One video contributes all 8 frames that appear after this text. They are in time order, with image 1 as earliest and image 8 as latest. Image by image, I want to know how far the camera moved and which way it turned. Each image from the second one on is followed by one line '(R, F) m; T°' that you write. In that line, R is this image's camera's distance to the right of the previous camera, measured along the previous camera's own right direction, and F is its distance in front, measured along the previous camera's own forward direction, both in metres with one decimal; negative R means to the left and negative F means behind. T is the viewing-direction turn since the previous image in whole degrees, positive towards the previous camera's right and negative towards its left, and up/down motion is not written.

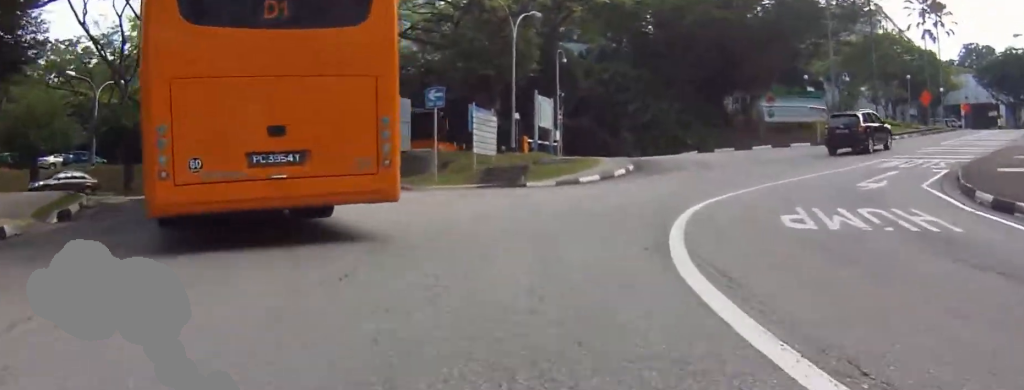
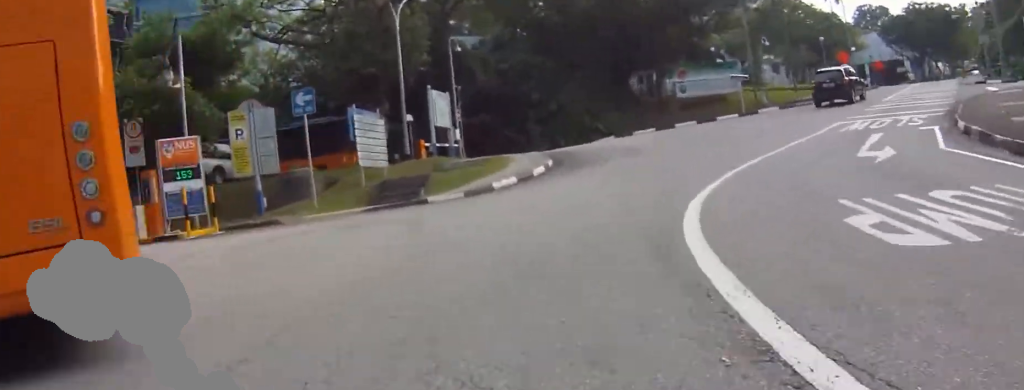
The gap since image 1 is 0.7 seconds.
(0.0, +3.8) m; +8°
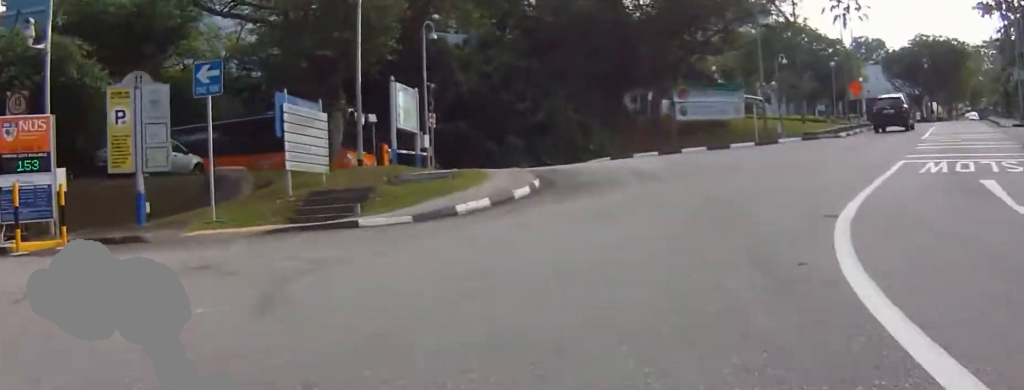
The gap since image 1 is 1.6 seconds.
(+0.6, +4.7) m; 0°
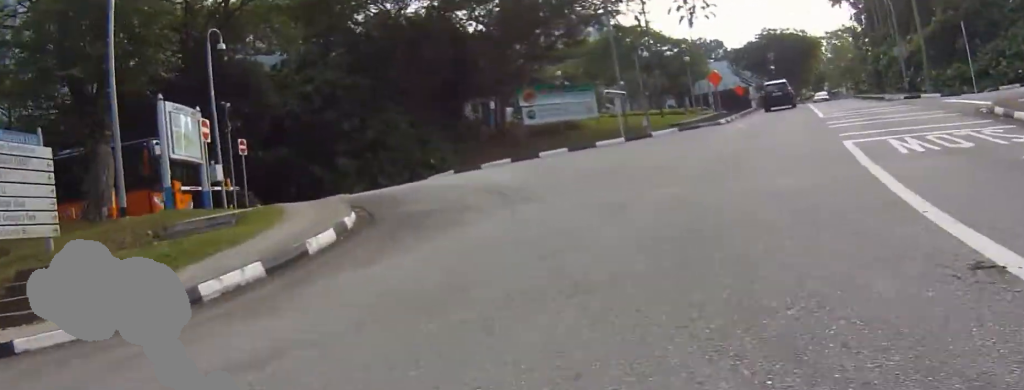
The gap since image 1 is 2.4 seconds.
(-0.4, +5.0) m; 0°
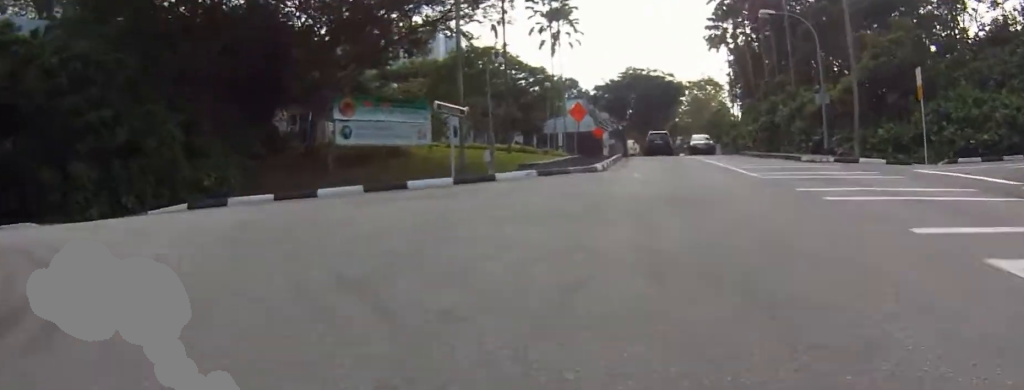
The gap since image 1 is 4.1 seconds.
(+0.8, +10.1) m; +7°
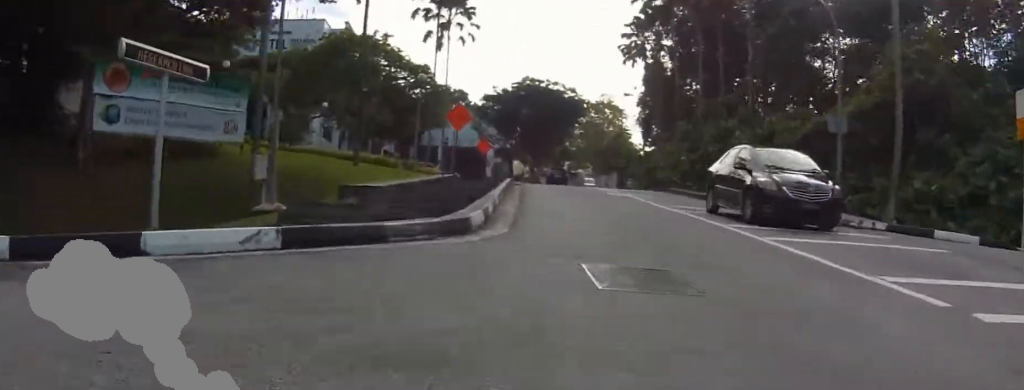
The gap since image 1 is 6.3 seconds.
(-0.6, +13.5) m; +2°
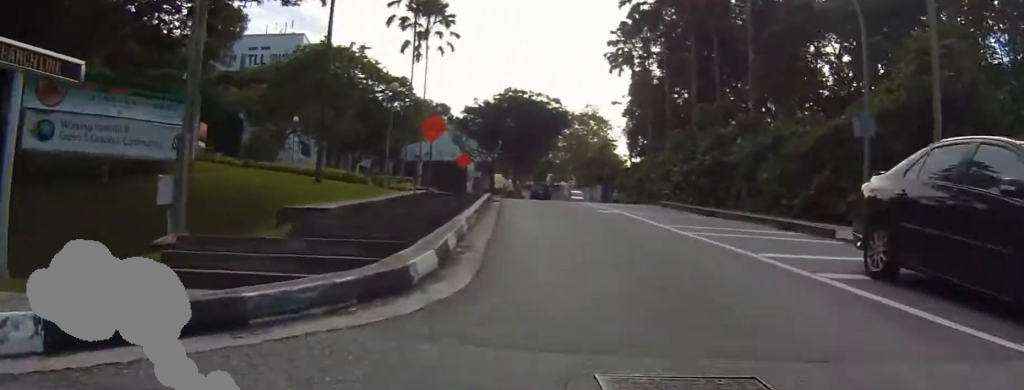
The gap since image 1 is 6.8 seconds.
(-0.2, +3.0) m; +6°
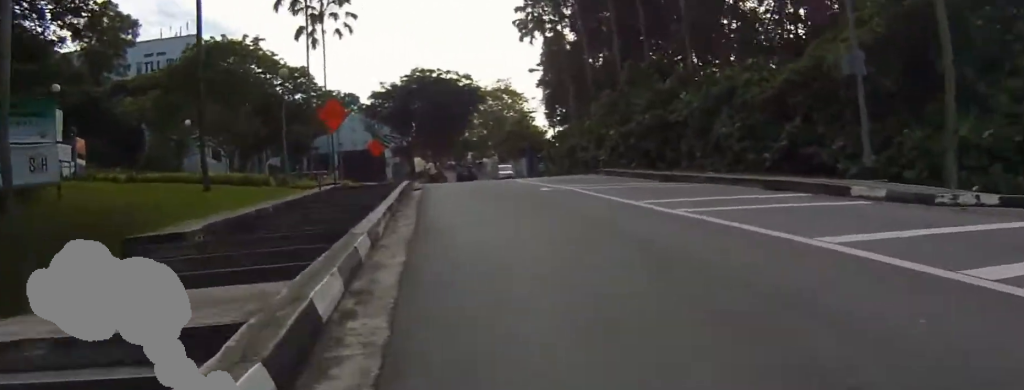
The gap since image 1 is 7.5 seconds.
(+1.1, +4.0) m; +4°
